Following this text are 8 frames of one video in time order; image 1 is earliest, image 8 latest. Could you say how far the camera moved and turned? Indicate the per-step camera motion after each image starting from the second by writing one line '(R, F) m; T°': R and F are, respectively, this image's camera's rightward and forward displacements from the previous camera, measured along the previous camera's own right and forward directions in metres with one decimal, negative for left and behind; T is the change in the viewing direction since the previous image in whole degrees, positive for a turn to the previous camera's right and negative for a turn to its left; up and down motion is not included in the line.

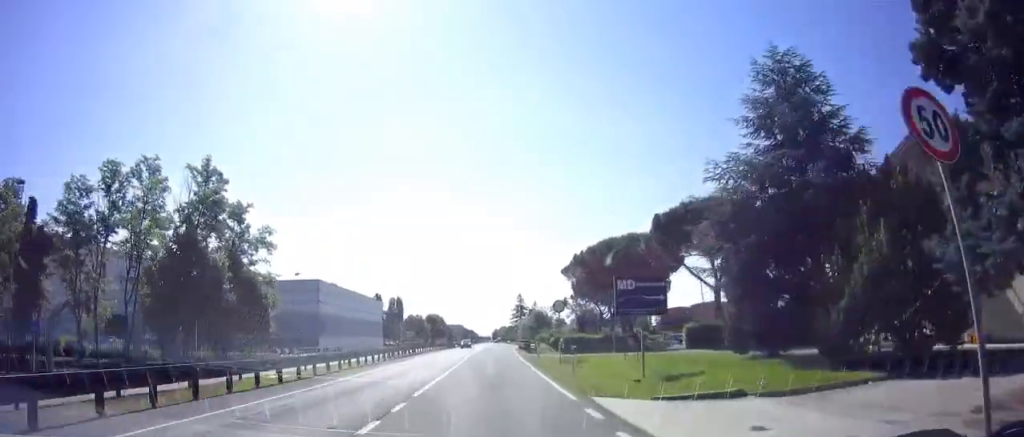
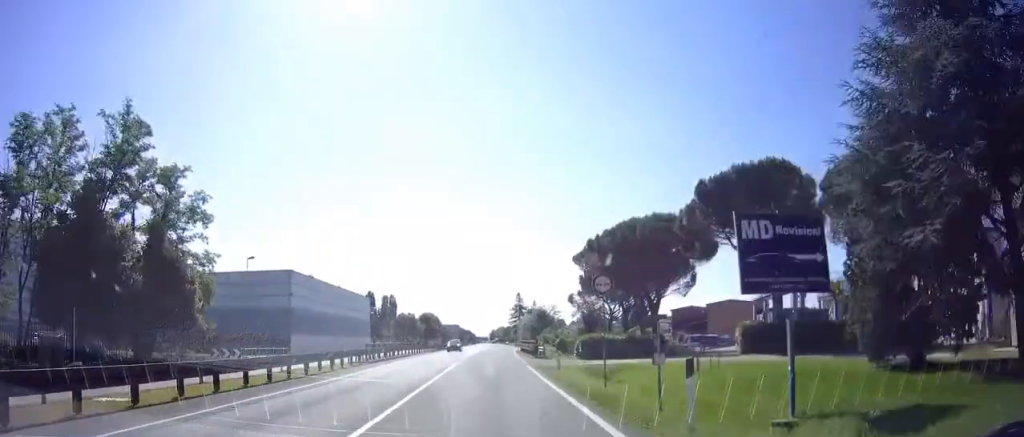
(+0.2, +10.3) m; 0°
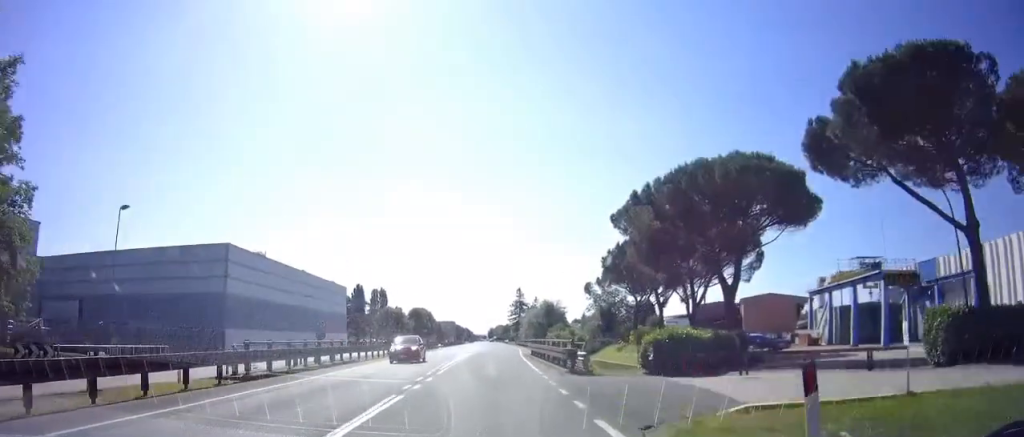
(-0.3, +17.5) m; 0°
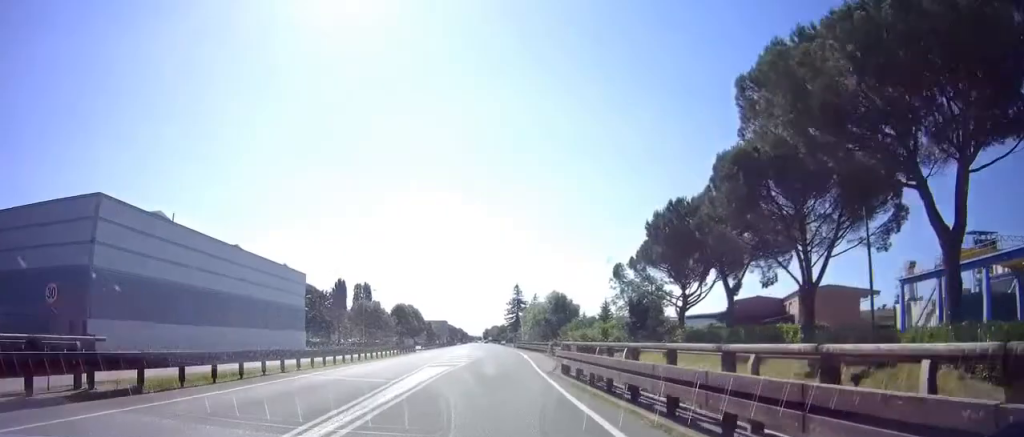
(+0.3, +20.0) m; +1°
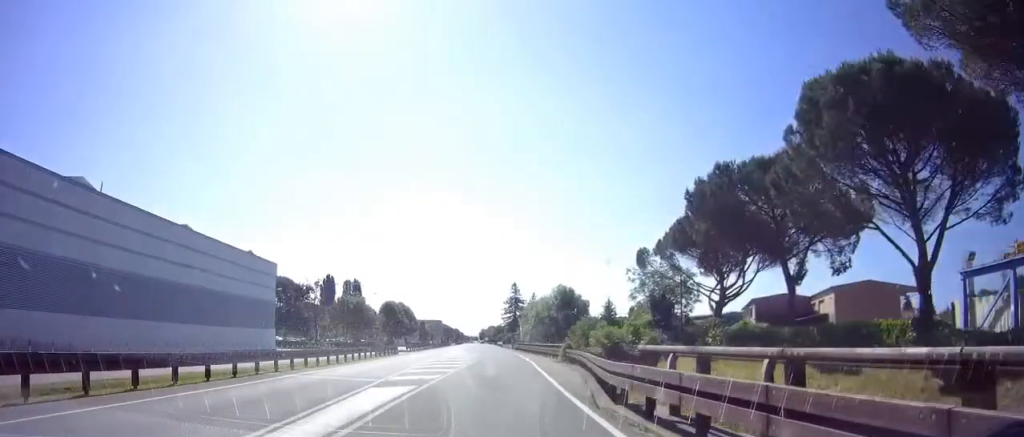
(0.0, +9.1) m; 0°
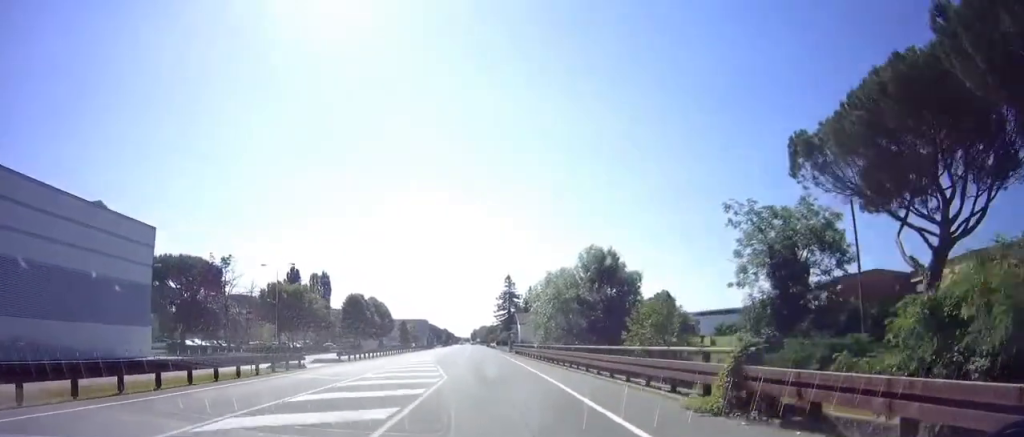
(-0.1, +25.7) m; -1°
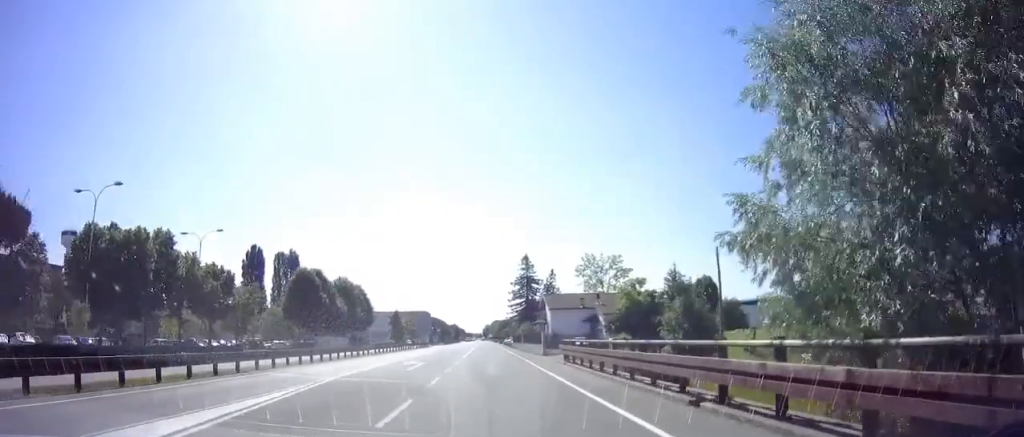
(-0.3, +33.3) m; 0°
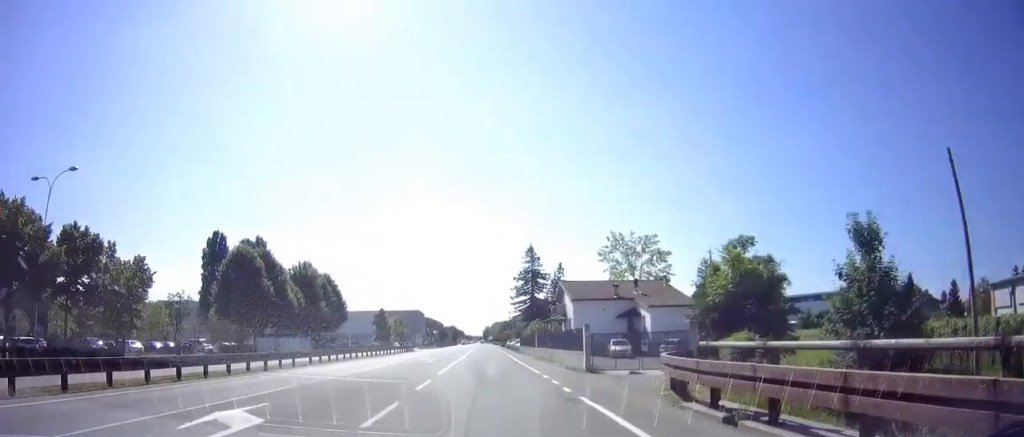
(+0.1, +18.0) m; 0°
